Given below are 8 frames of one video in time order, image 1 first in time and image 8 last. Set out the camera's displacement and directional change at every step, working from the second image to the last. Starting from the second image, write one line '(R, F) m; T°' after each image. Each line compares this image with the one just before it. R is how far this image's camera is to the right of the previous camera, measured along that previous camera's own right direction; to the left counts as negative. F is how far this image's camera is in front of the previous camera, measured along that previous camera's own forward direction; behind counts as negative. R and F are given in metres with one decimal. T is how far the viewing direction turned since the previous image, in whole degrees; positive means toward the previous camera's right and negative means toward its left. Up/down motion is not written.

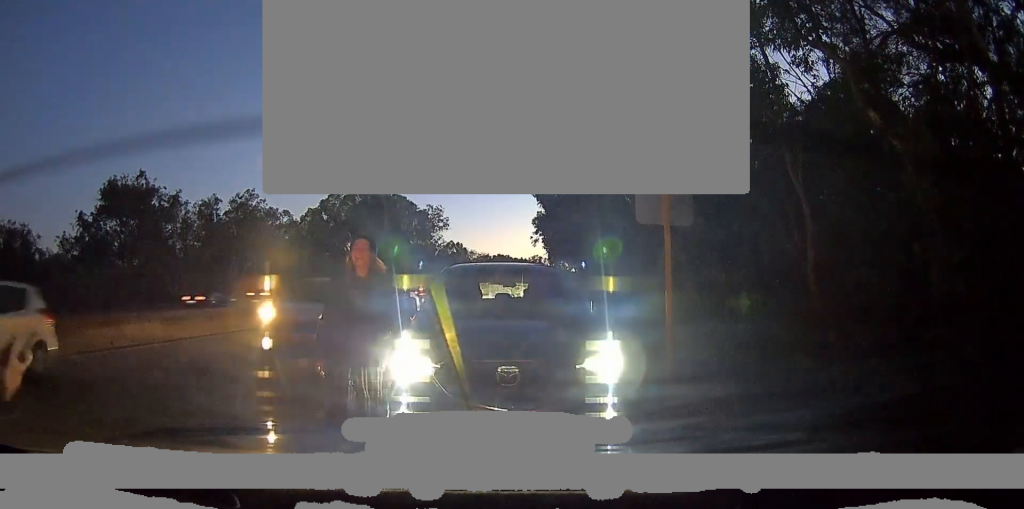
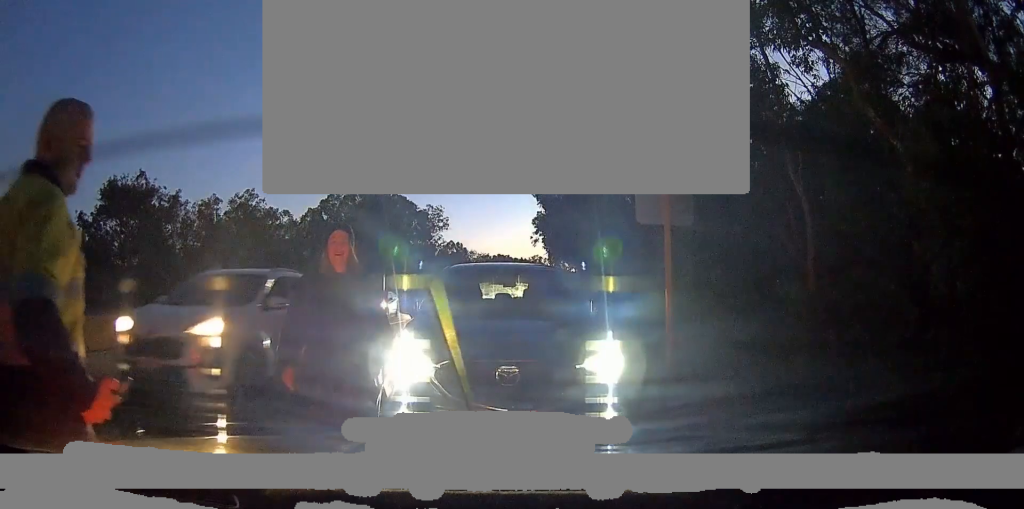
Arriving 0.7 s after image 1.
(0.0, 0.0) m; 0°
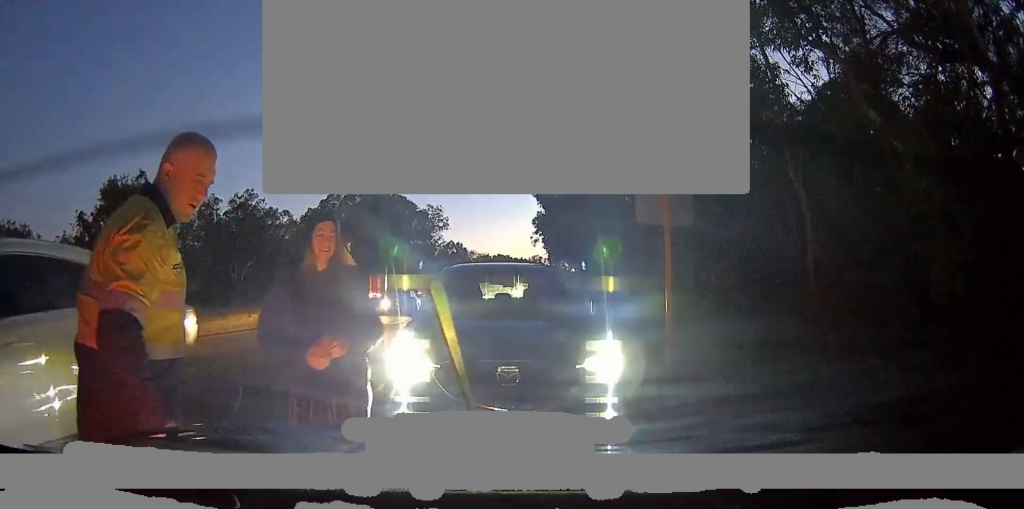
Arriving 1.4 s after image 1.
(0.0, 0.0) m; 0°
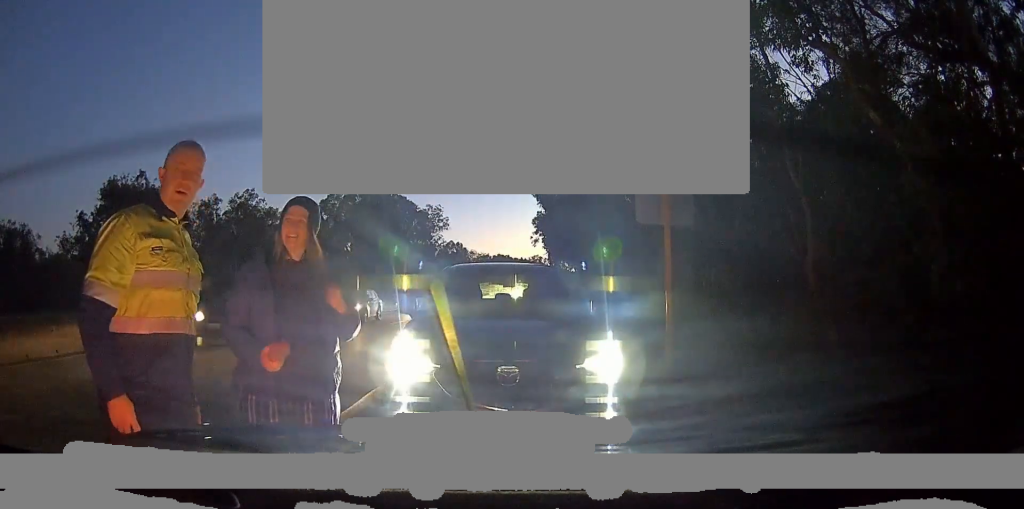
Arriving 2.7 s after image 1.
(0.0, 0.0) m; 0°
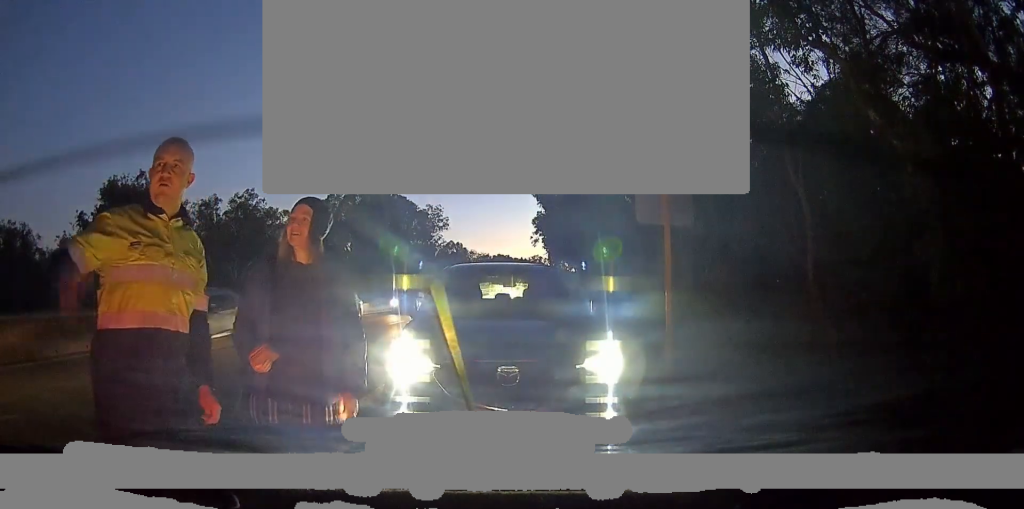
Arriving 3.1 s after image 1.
(0.0, 0.0) m; 0°
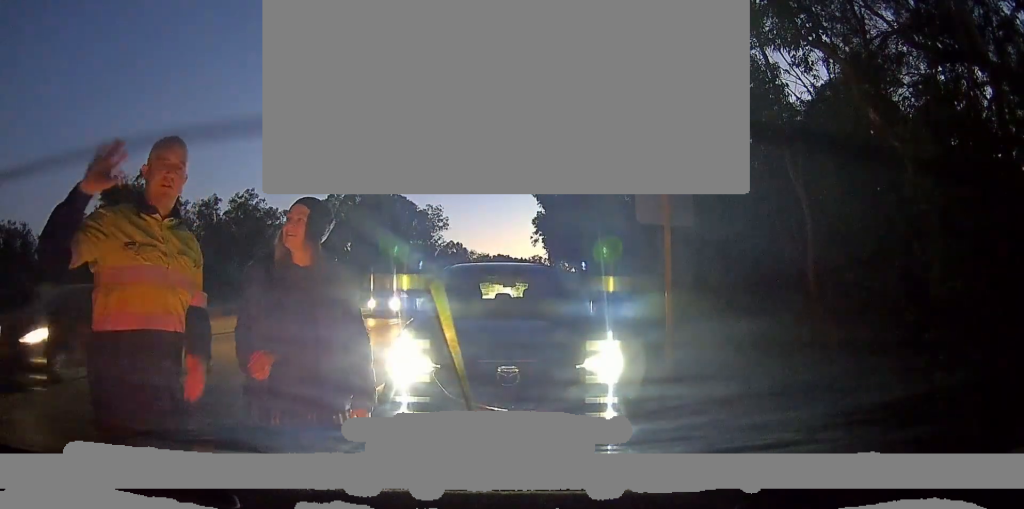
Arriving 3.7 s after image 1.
(0.0, 0.0) m; 0°
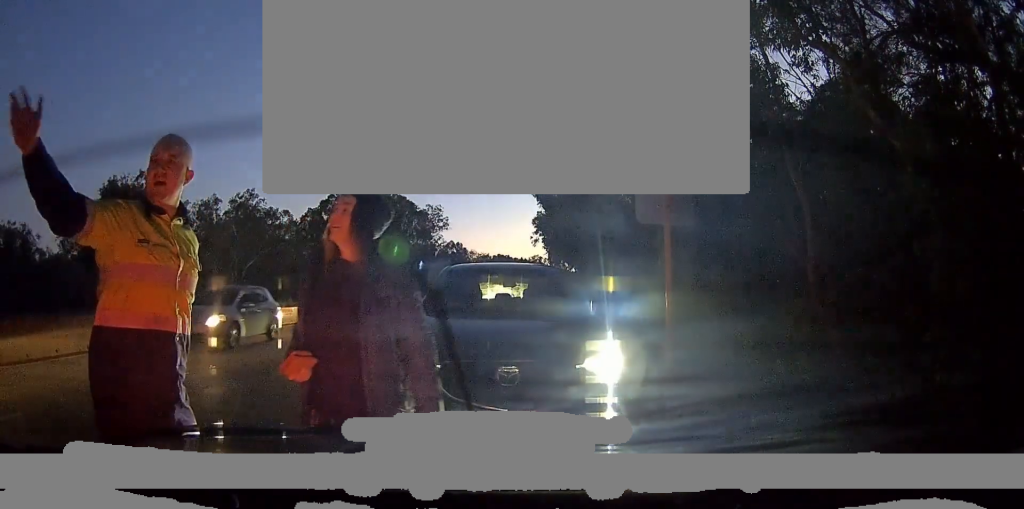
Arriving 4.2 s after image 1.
(0.0, 0.0) m; 0°
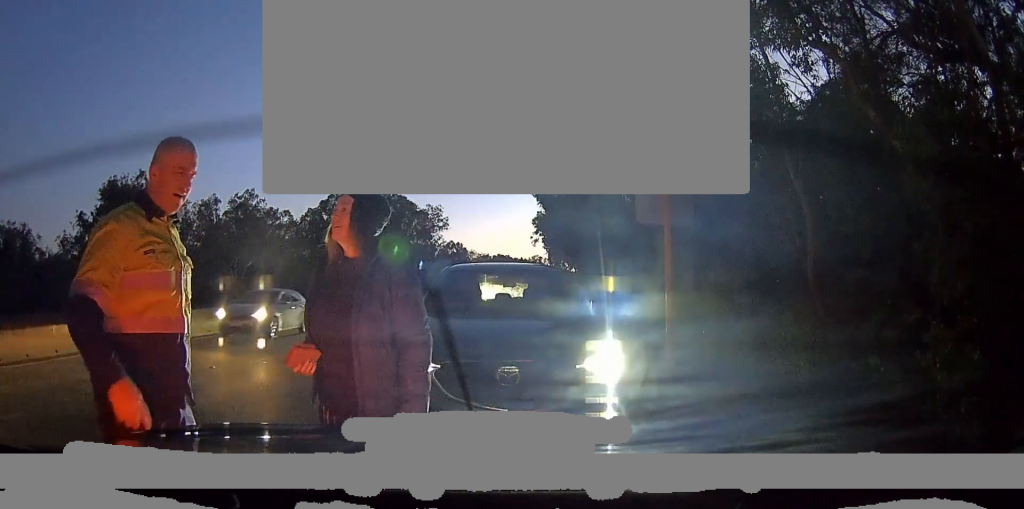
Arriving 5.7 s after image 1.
(0.0, 0.0) m; 0°
